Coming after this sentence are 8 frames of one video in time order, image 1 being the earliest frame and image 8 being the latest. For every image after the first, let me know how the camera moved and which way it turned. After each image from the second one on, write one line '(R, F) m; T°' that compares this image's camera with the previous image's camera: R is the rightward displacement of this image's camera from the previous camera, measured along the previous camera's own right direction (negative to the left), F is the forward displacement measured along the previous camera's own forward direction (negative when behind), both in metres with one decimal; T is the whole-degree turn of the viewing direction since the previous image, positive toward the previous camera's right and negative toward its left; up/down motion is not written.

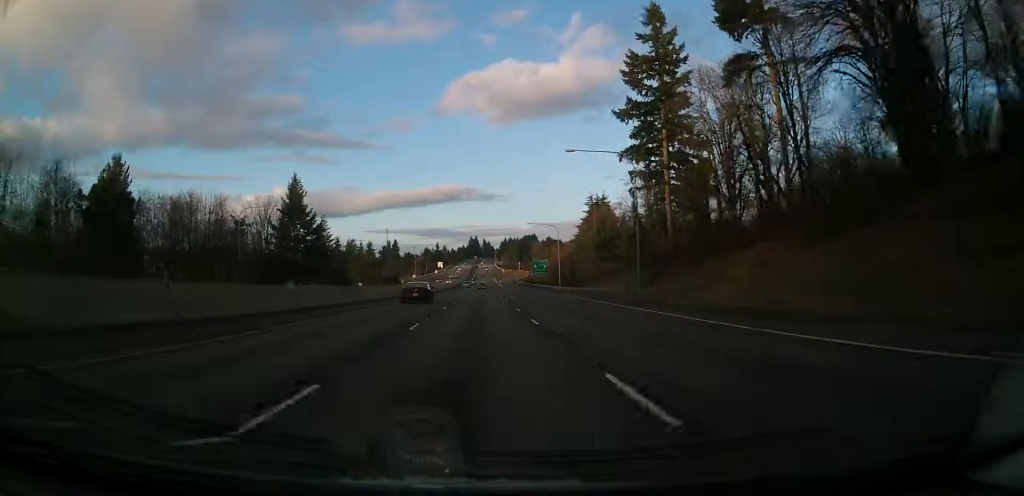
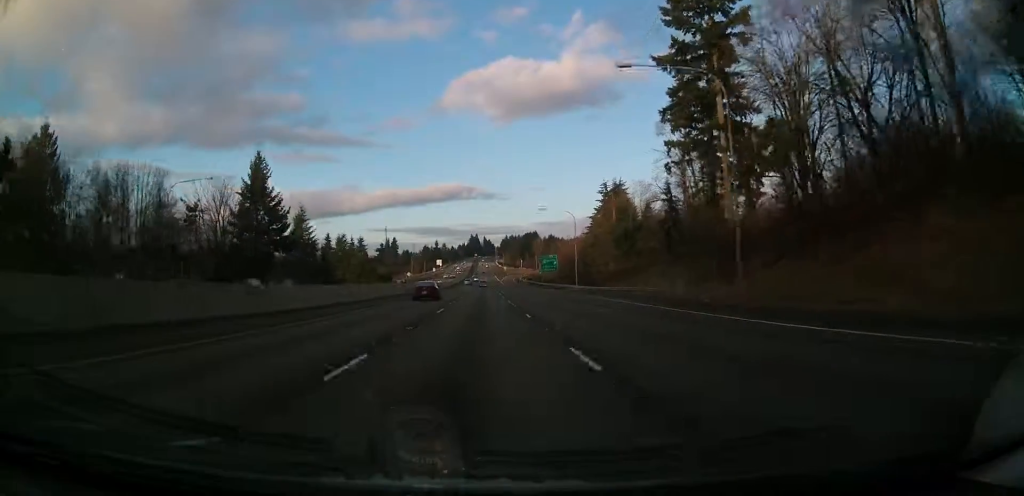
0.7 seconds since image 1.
(+0.3, +21.0) m; +1°
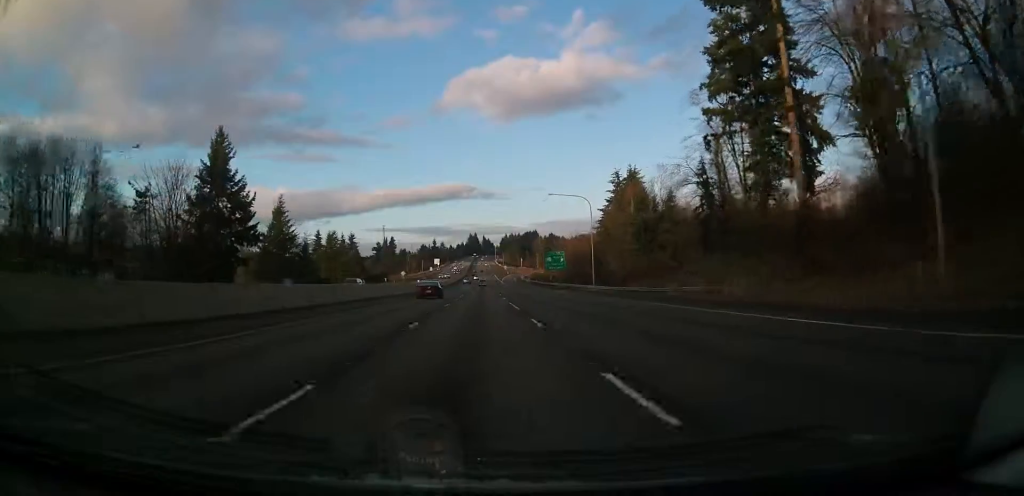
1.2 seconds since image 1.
(+0.1, +15.7) m; 0°
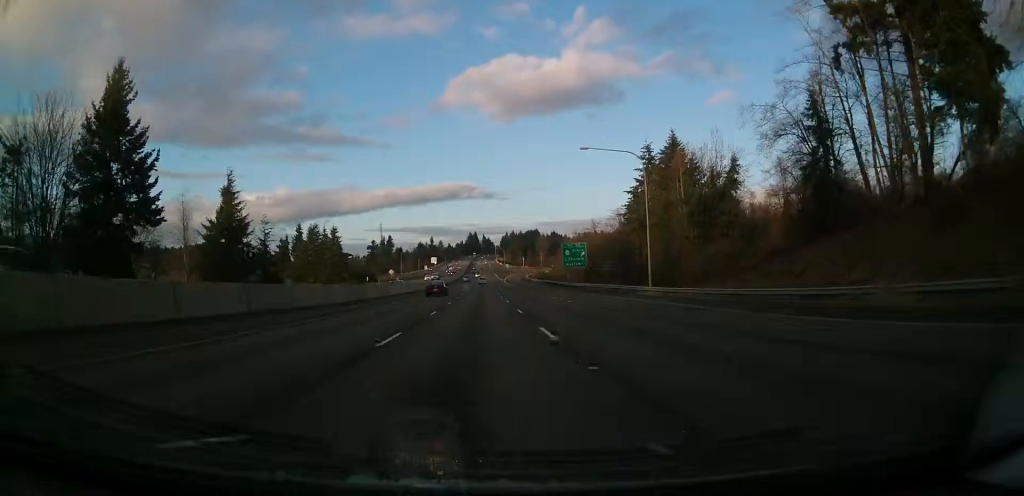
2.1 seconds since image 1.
(0.0, +28.3) m; 0°
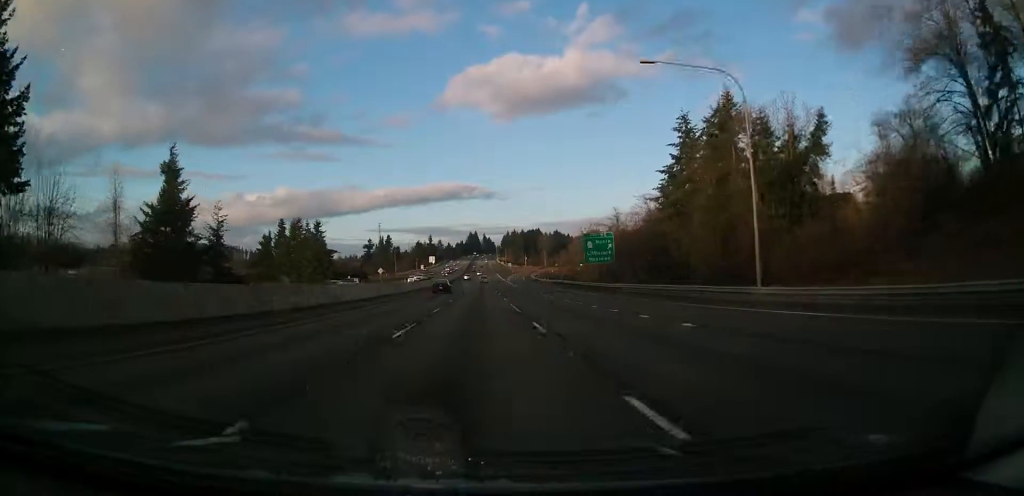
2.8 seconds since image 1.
(-0.1, +22.1) m; 0°
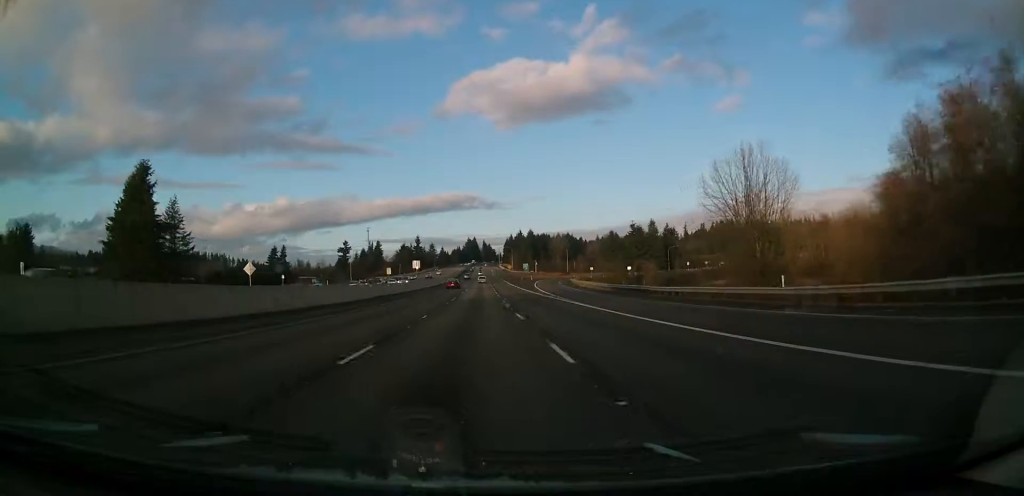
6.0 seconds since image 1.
(-0.3, +102.9) m; -1°
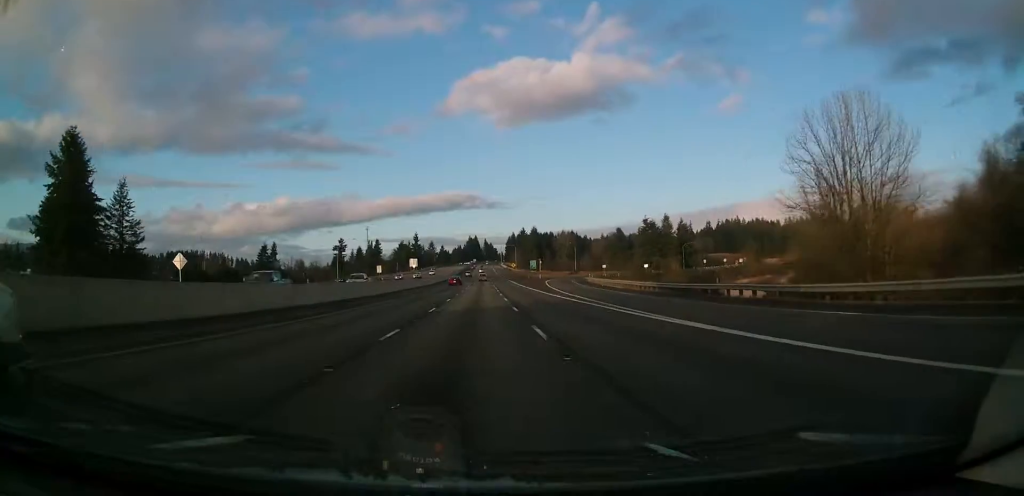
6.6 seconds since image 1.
(0.0, +20.2) m; 0°
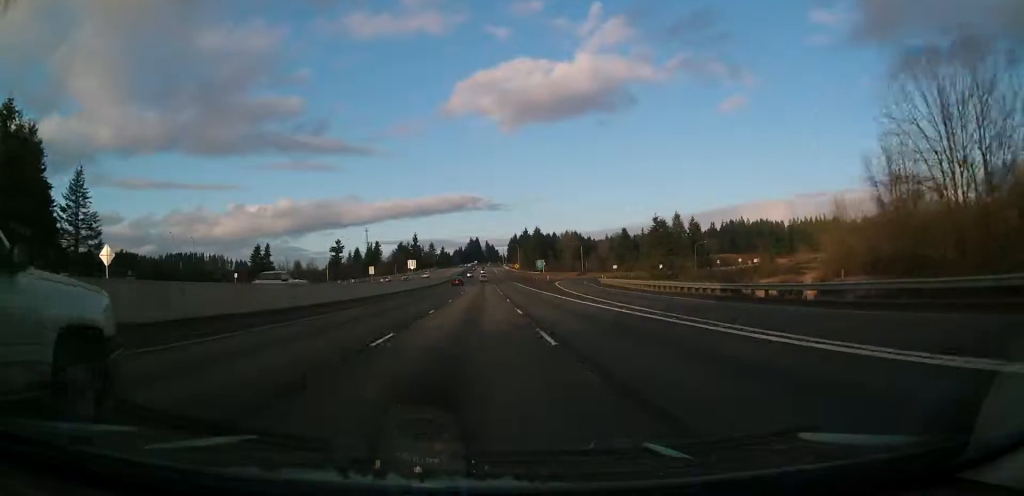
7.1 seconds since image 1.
(0.0, +13.8) m; 0°
